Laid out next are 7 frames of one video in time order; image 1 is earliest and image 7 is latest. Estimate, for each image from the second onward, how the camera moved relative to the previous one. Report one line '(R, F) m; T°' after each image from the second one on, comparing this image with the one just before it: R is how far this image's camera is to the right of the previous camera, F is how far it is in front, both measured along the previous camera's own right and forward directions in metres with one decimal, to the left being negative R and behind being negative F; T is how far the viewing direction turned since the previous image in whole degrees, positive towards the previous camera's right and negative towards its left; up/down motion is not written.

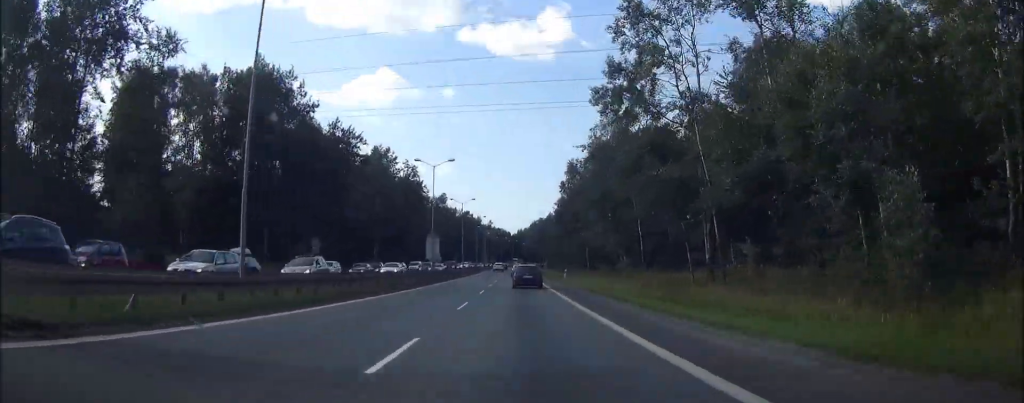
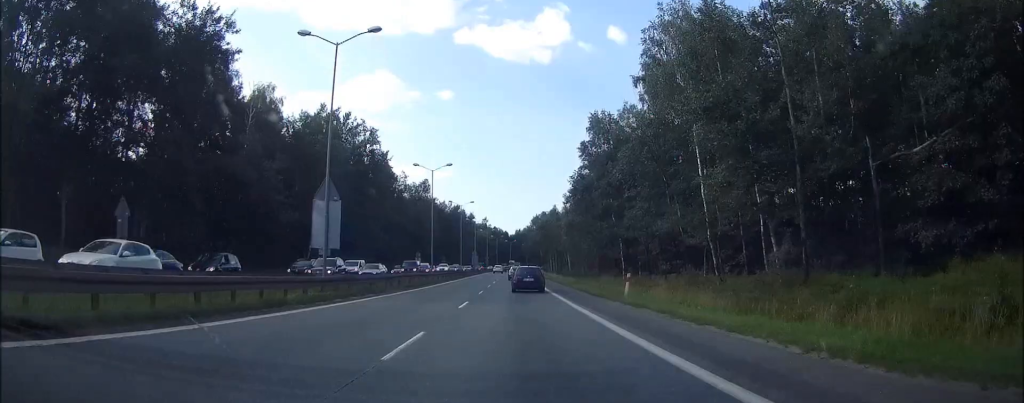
(+0.1, +35.7) m; 0°
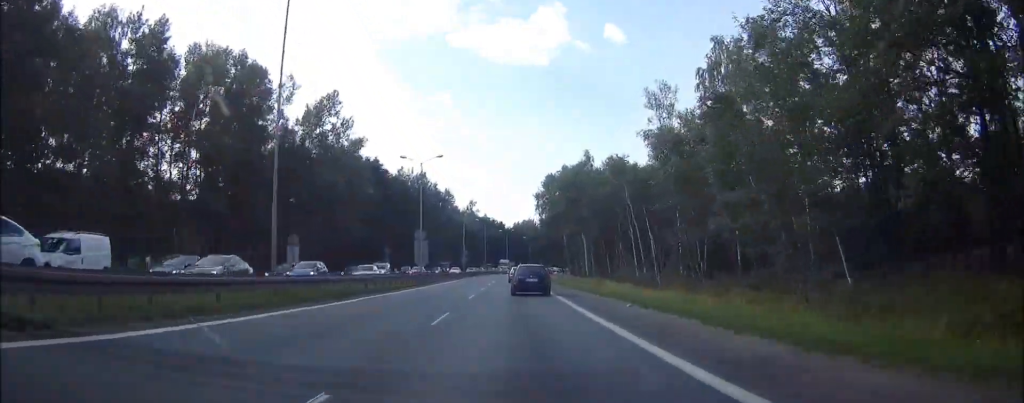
(0.0, +80.4) m; 0°
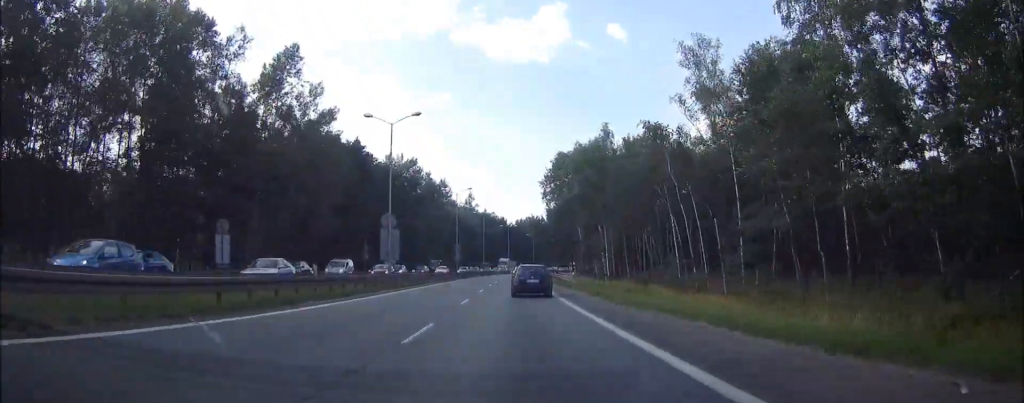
(0.0, +16.2) m; 0°
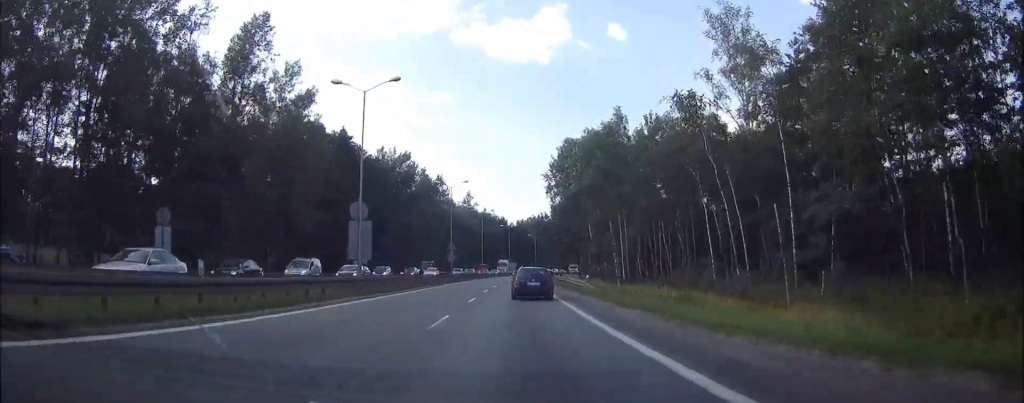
(-0.1, +8.7) m; 0°
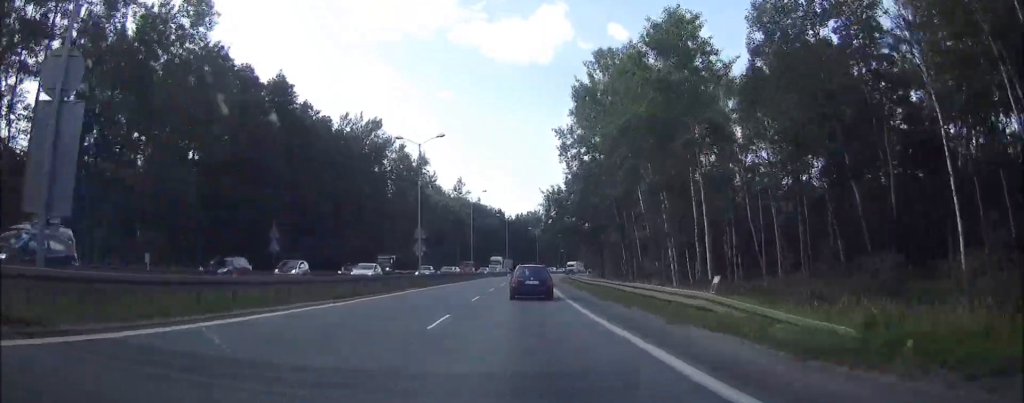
(+0.1, +25.1) m; +1°
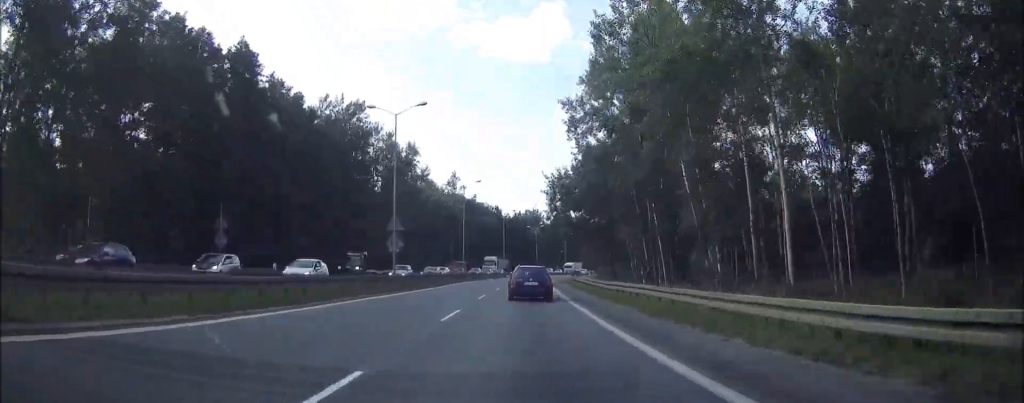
(0.0, +9.9) m; 0°
